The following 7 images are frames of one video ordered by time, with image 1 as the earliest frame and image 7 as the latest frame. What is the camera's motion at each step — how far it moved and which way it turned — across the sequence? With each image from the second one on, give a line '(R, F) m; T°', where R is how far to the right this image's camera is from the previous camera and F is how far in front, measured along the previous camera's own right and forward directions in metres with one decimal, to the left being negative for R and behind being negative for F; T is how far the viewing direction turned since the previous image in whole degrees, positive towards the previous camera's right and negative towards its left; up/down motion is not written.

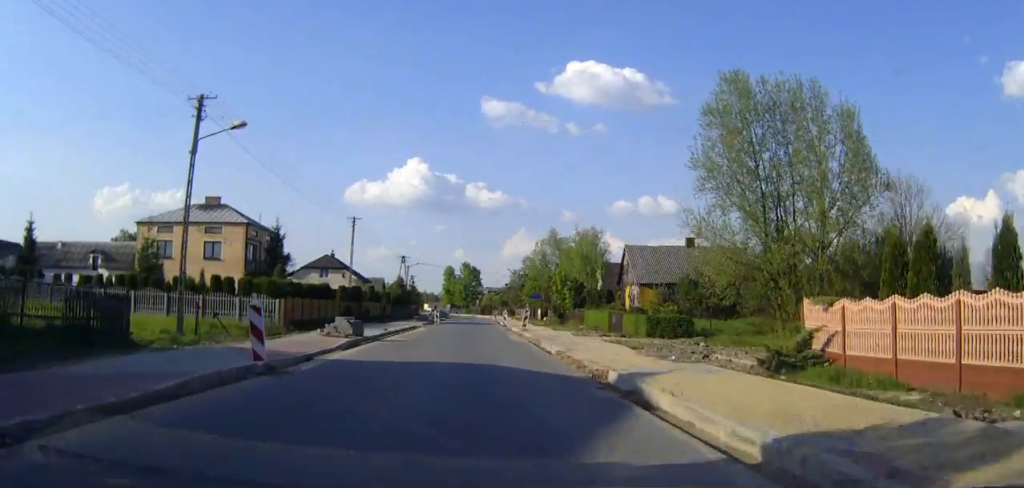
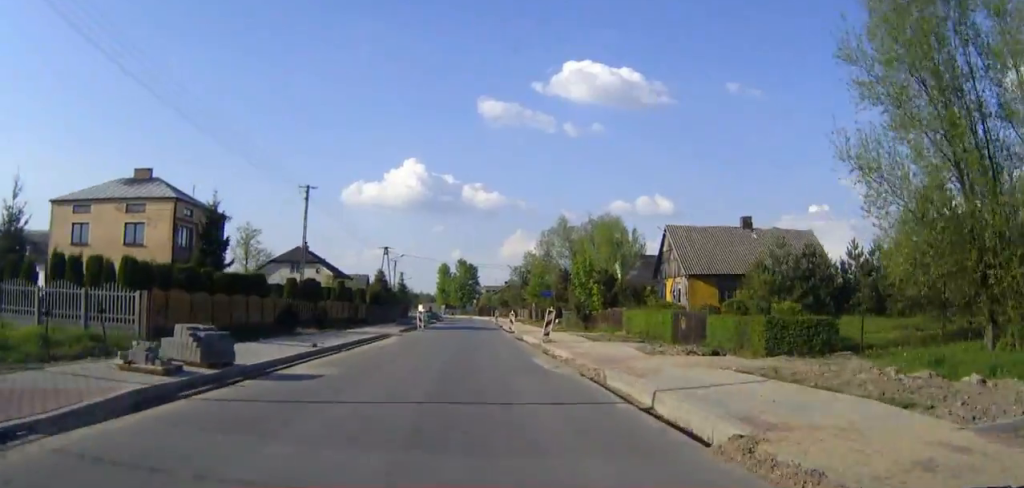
(0.0, +15.3) m; 0°
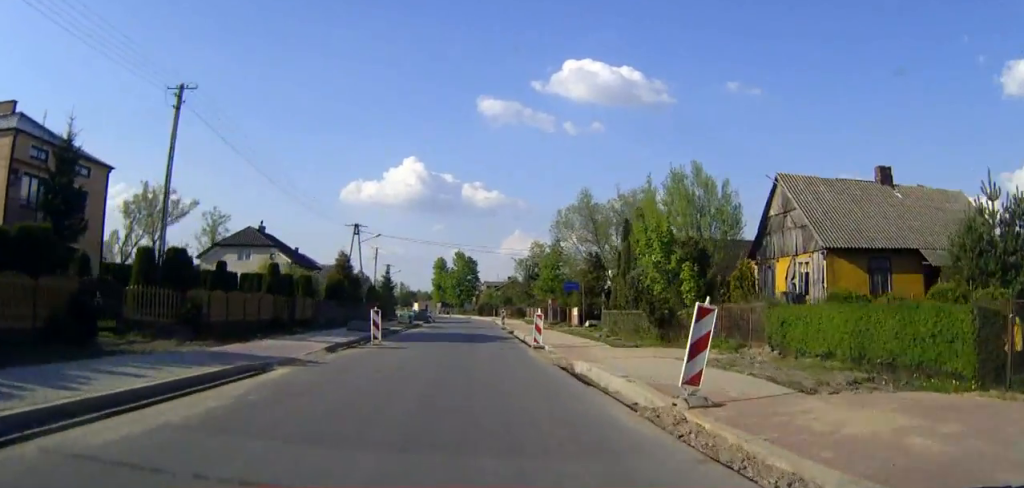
(0.0, +19.7) m; 0°
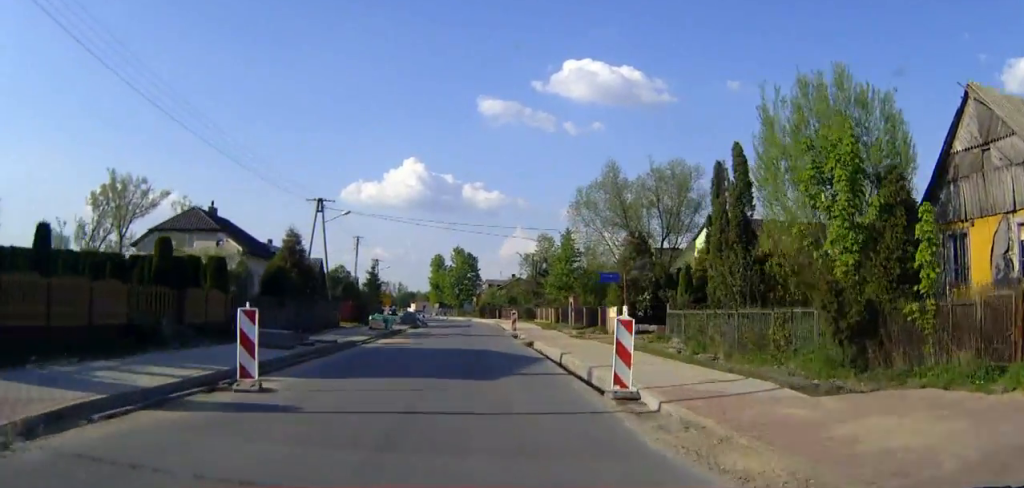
(0.0, +14.6) m; 0°
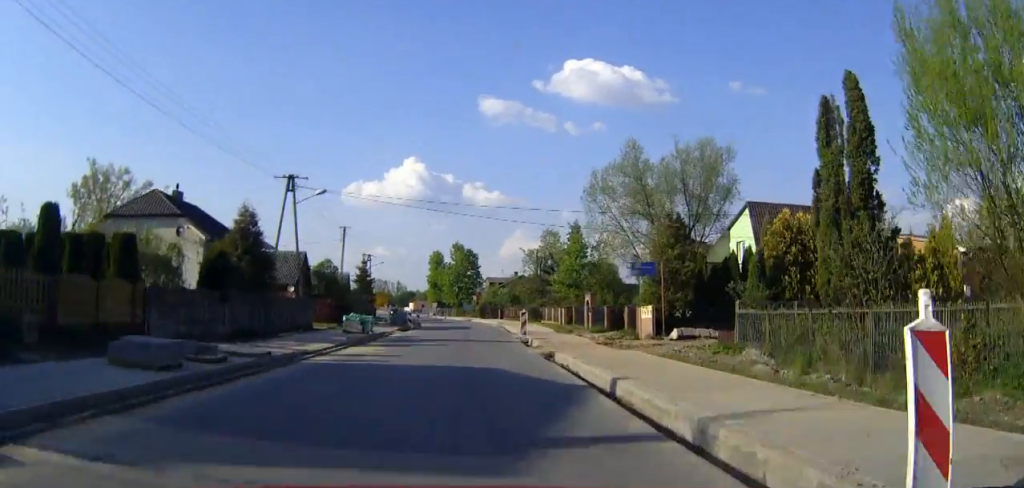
(0.0, +7.8) m; 0°
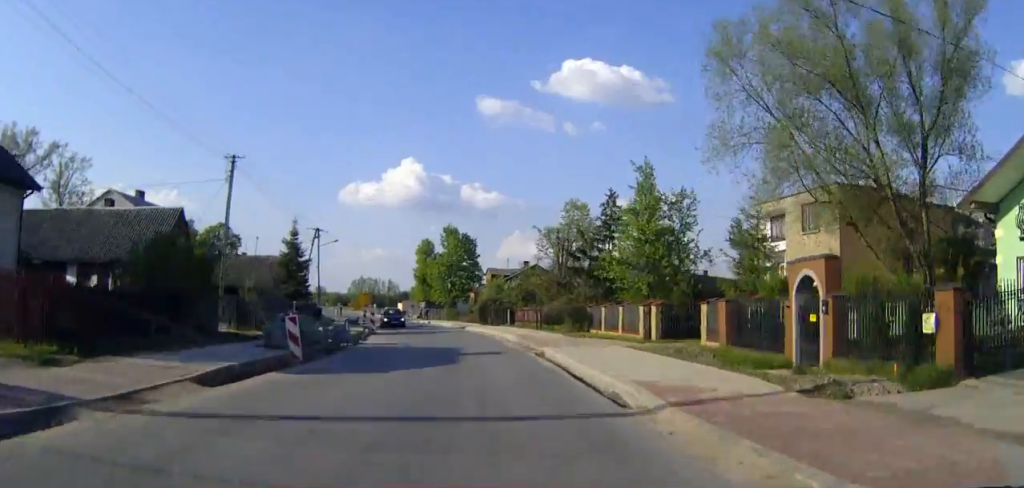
(0.0, +30.9) m; 0°
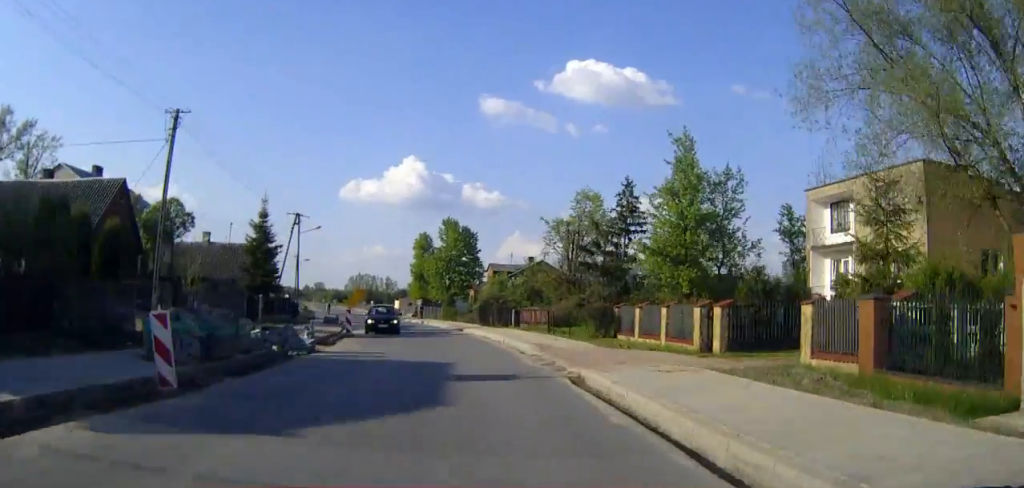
(0.0, +7.9) m; 0°
